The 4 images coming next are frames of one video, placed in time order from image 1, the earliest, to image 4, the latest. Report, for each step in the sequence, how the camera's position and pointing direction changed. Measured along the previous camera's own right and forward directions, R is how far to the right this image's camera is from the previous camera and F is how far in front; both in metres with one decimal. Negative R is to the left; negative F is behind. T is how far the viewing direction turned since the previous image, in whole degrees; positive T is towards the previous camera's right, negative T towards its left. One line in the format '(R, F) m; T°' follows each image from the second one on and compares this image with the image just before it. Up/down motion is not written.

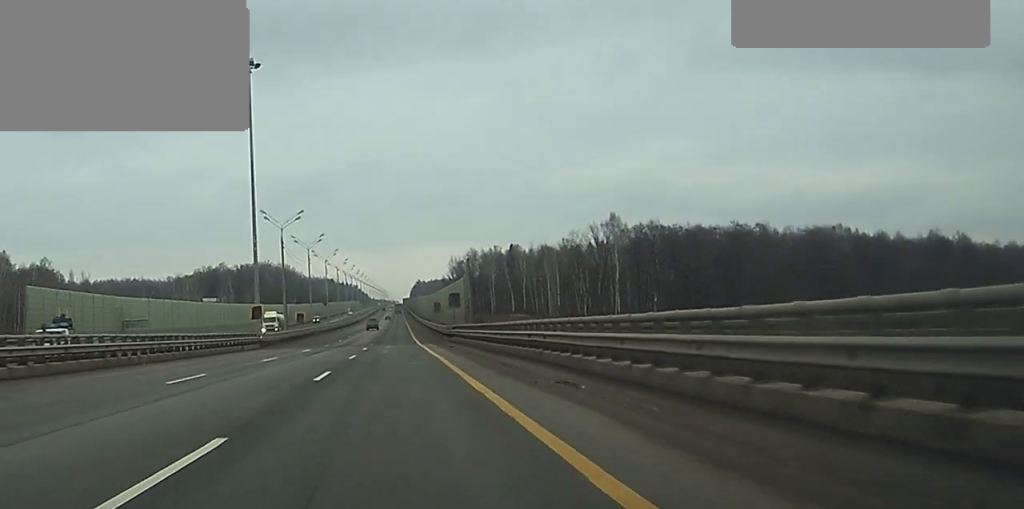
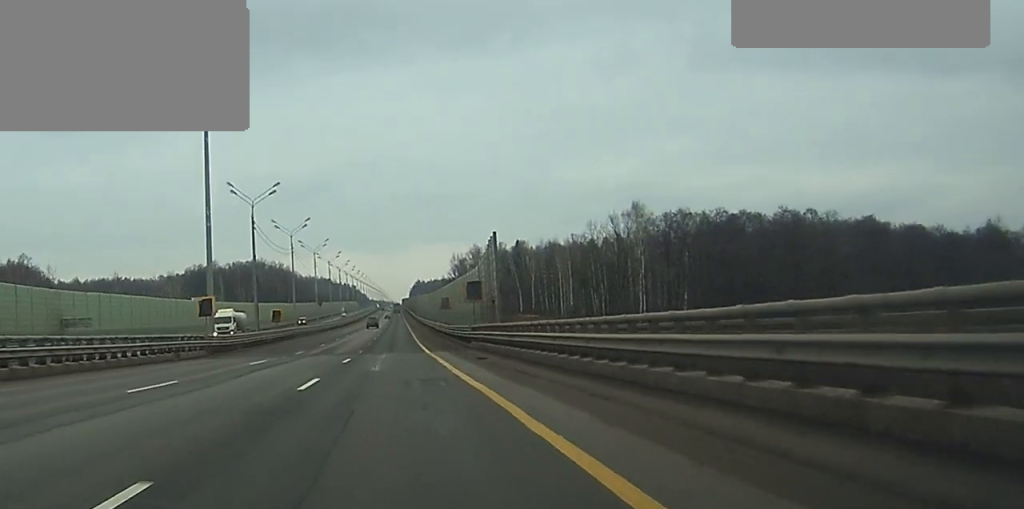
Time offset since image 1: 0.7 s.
(-0.1, +16.6) m; 0°
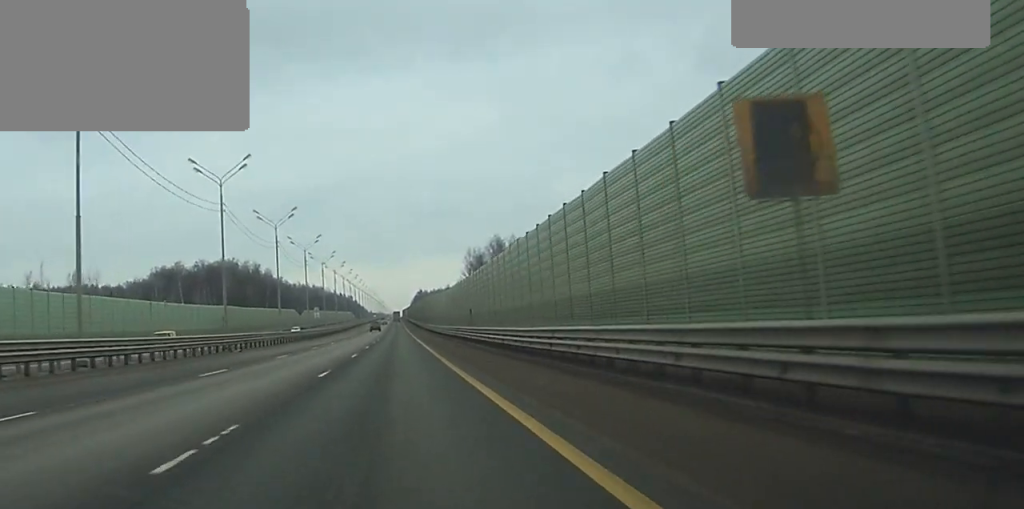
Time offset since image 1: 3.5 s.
(+0.3, +76.7) m; 0°
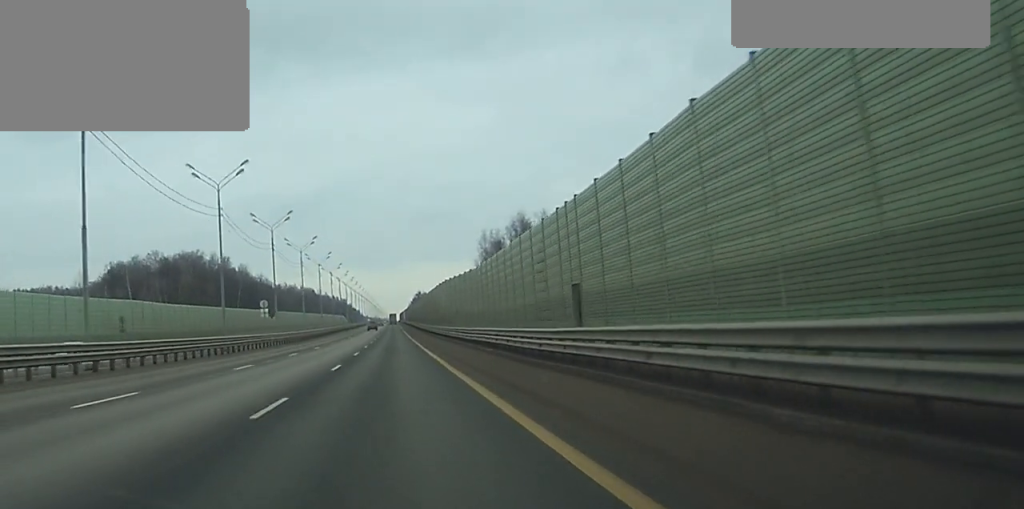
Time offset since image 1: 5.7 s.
(+0.2, +62.6) m; 0°
